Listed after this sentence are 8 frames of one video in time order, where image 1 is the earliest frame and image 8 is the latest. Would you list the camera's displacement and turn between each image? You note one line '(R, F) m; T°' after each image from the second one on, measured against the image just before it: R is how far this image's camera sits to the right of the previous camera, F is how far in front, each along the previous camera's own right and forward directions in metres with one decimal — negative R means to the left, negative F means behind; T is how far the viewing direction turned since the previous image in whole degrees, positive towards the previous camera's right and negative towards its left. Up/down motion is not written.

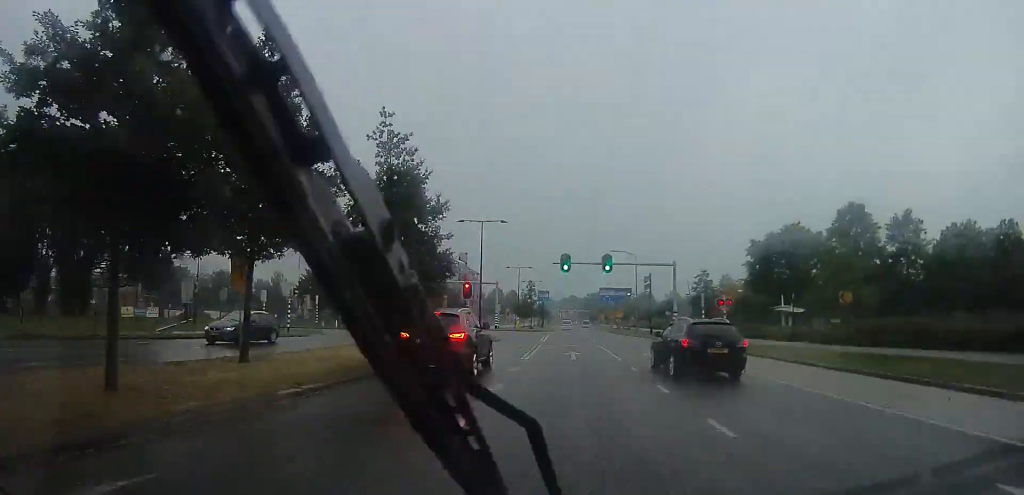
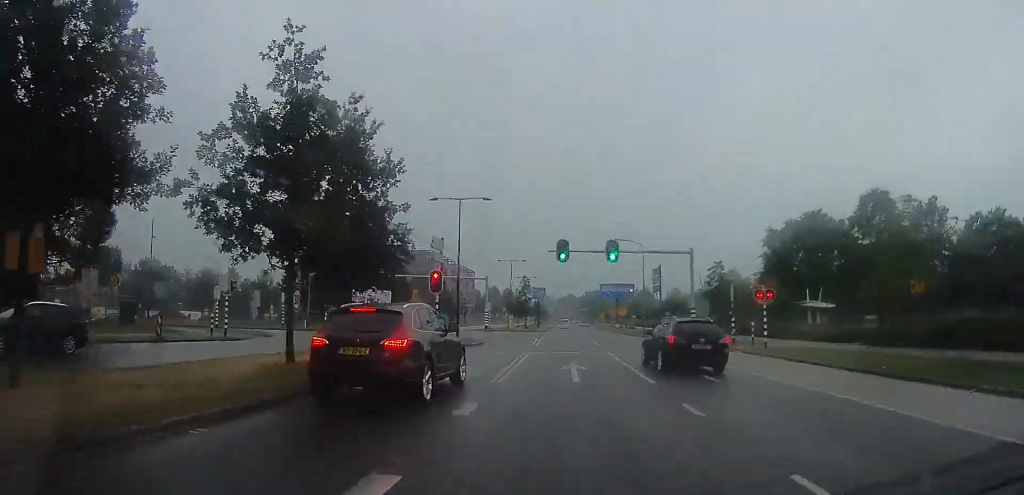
(0.0, +6.8) m; 0°
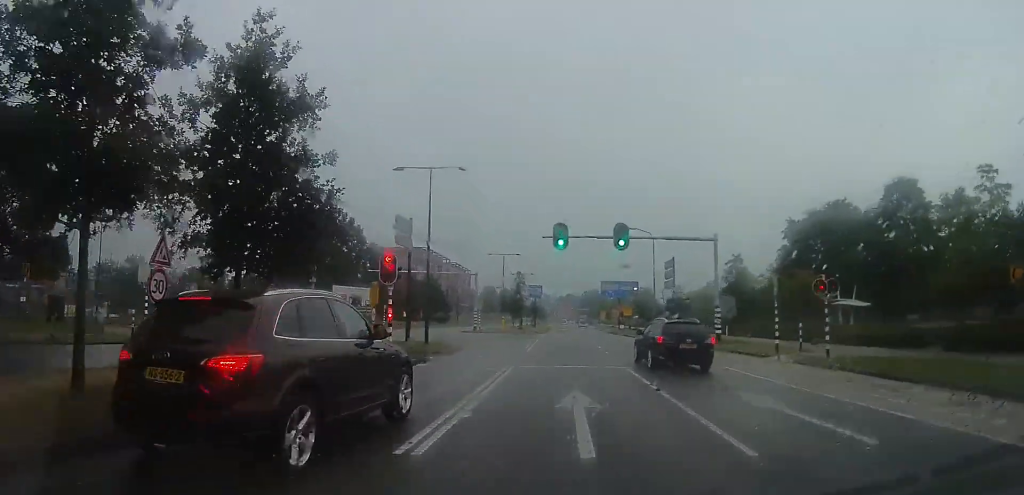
(0.0, +6.3) m; 0°
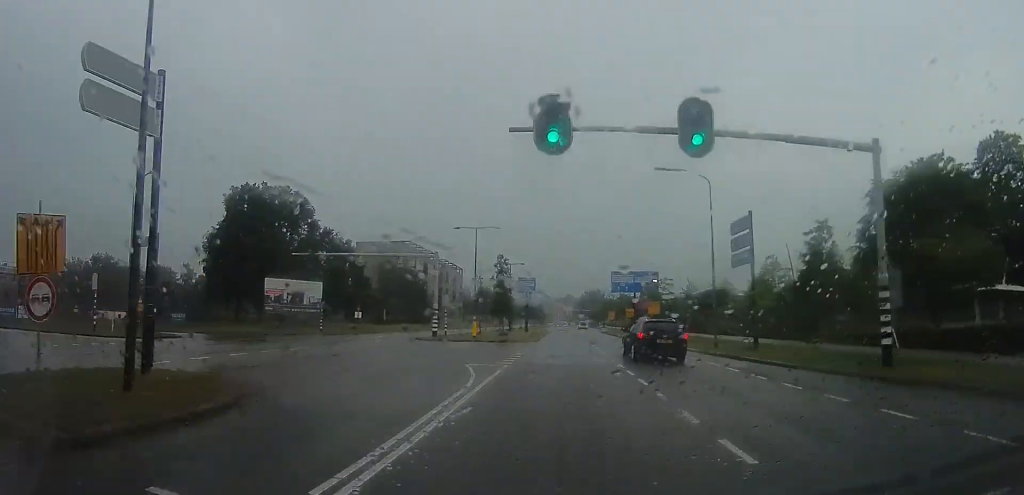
(-0.2, +16.5) m; -3°
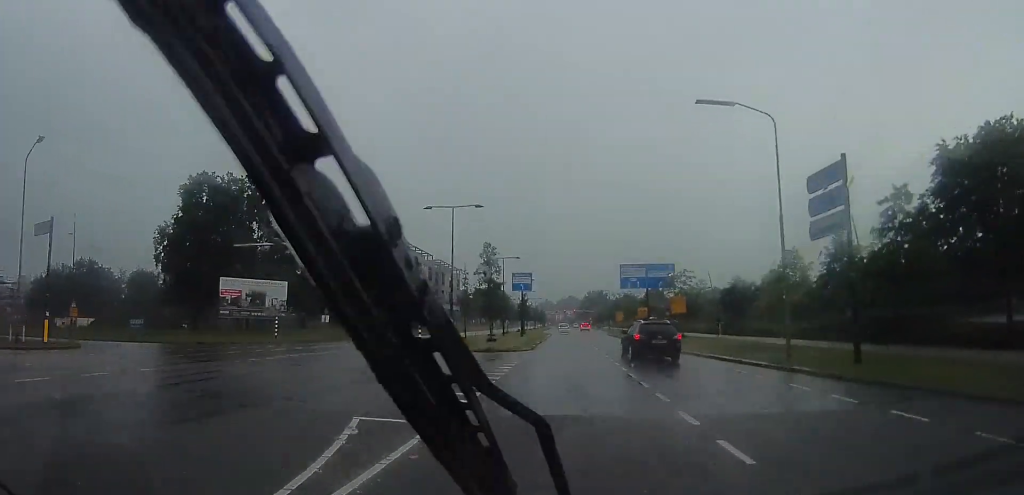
(-0.5, +8.1) m; 0°
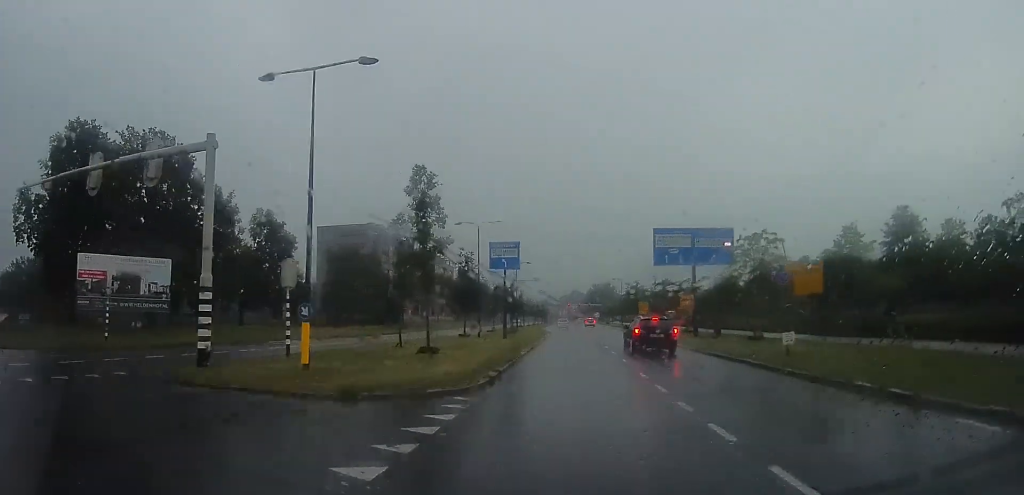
(+0.5, +17.3) m; +3°
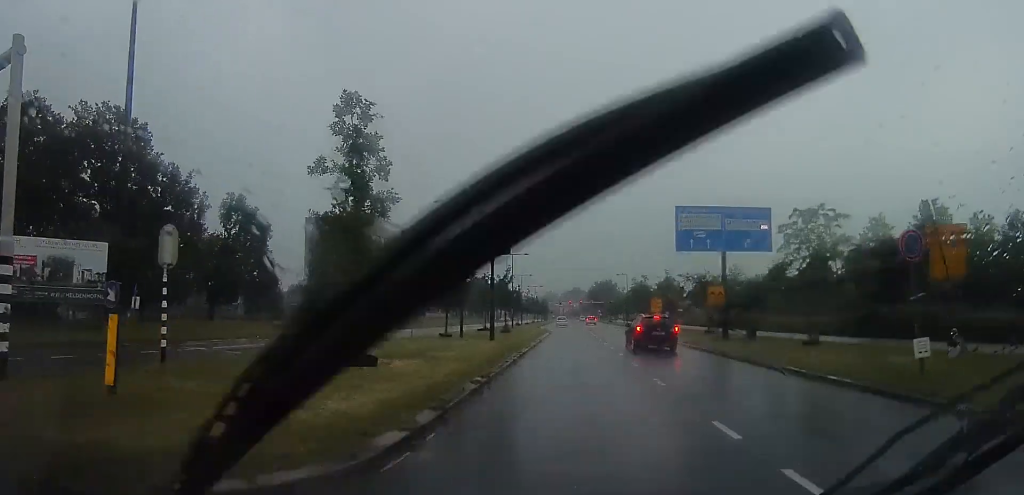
(0.0, +6.2) m; 0°
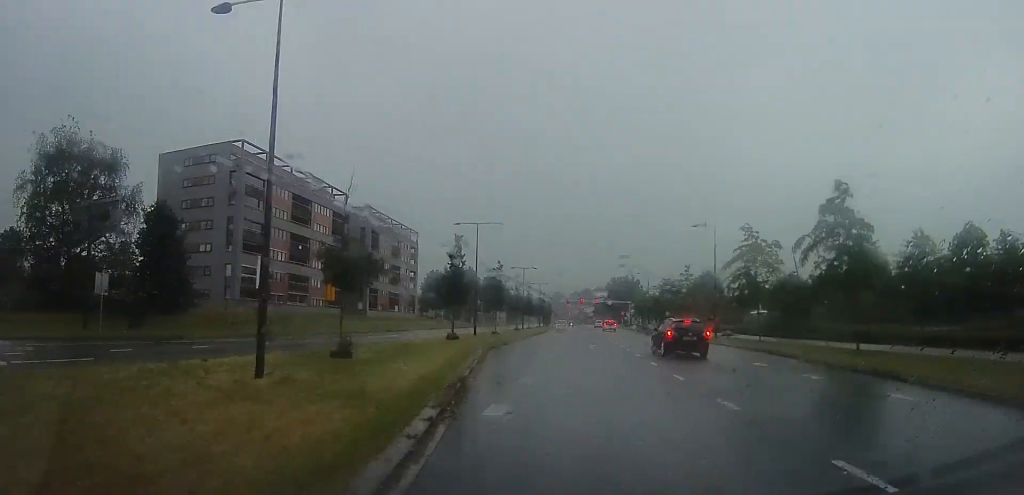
(-0.9, +47.1) m; -4°
